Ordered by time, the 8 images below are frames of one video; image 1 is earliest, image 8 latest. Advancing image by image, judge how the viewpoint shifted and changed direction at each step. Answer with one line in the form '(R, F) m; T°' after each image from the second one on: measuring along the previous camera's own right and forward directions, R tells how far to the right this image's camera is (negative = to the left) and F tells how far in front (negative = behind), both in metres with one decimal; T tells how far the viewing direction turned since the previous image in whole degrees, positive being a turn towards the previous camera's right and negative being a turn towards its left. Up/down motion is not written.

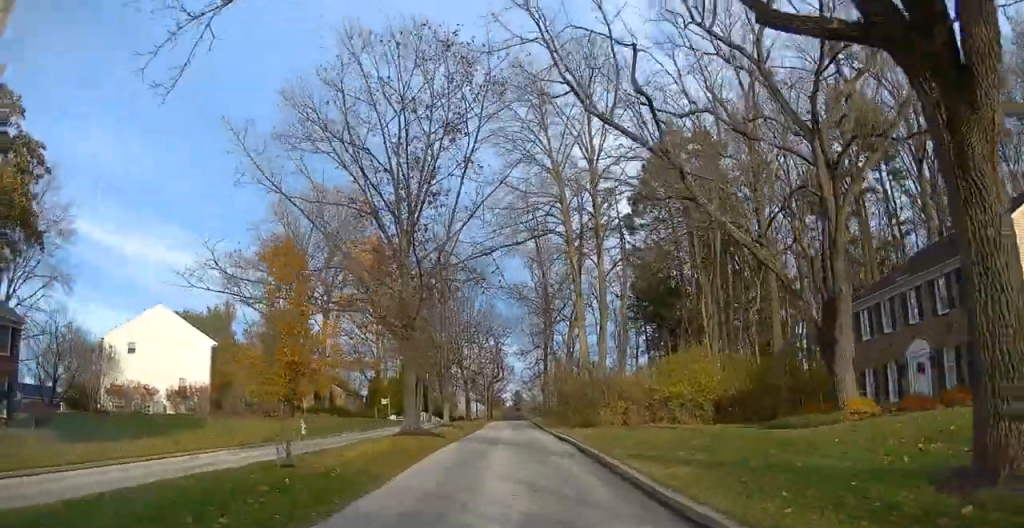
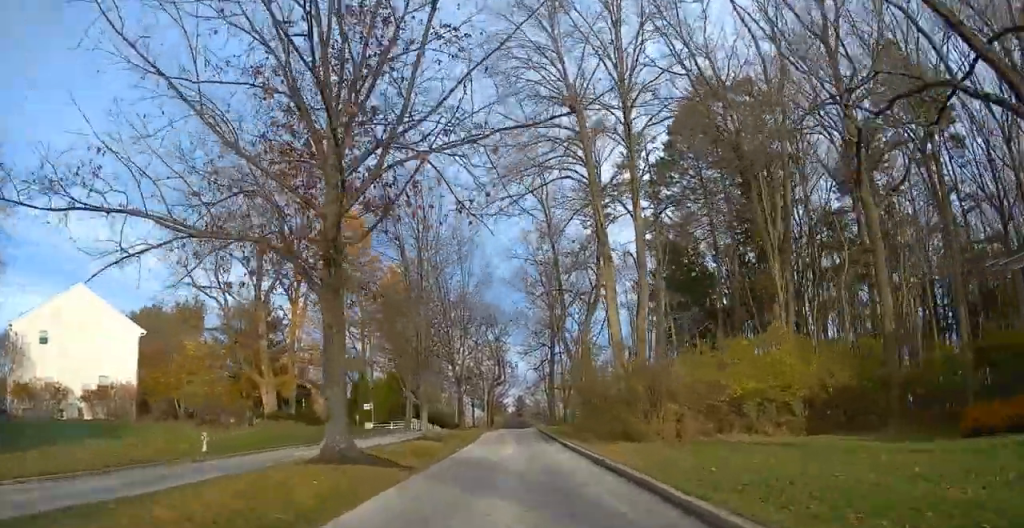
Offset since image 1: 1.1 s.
(0.0, +12.8) m; 0°
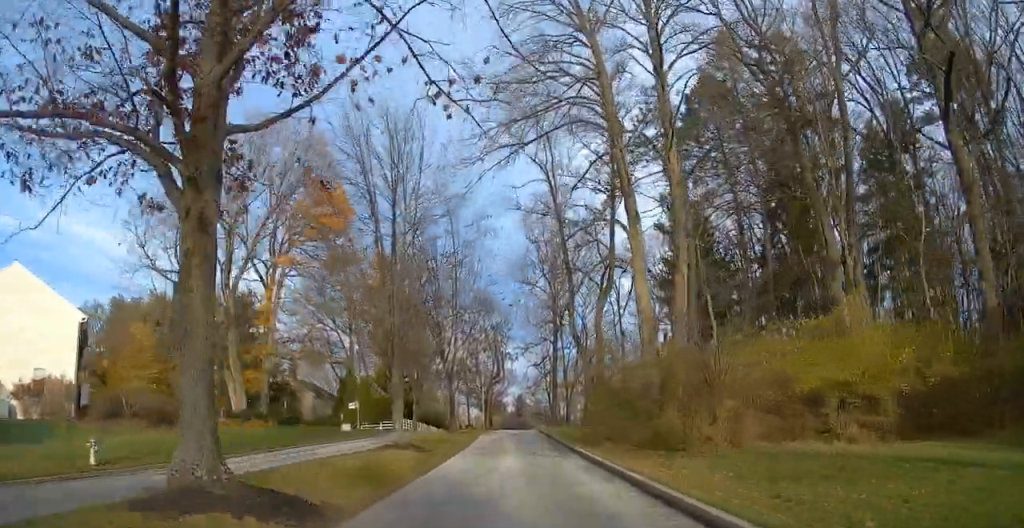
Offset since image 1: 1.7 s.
(0.0, +7.4) m; 0°
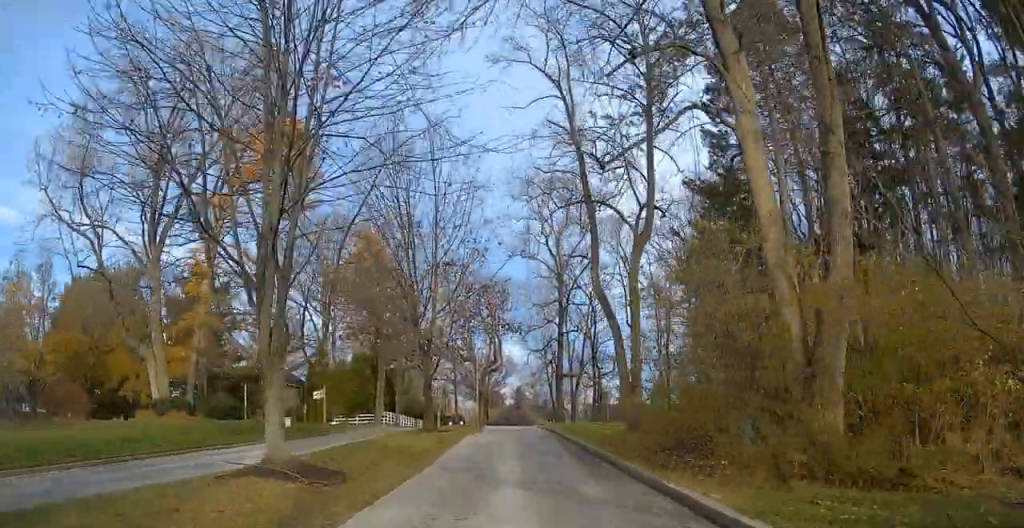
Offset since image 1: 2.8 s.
(0.0, +13.0) m; +1°
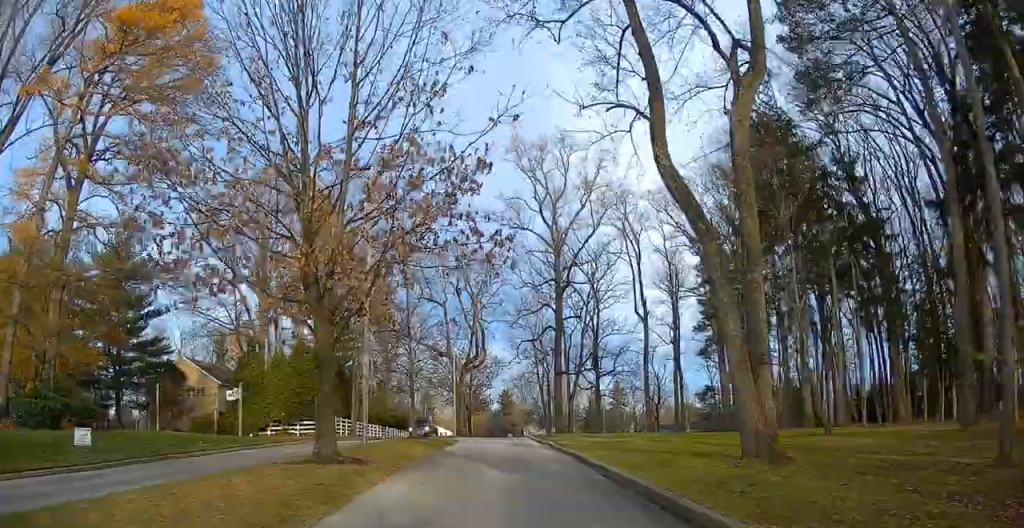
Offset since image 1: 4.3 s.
(+0.7, +17.3) m; +12°
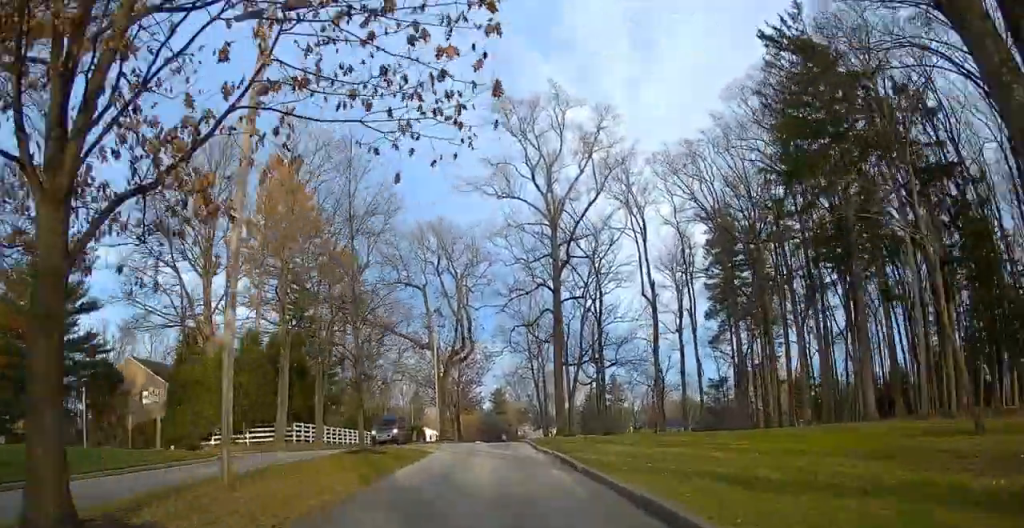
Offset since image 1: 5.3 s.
(+1.4, +11.2) m; +3°
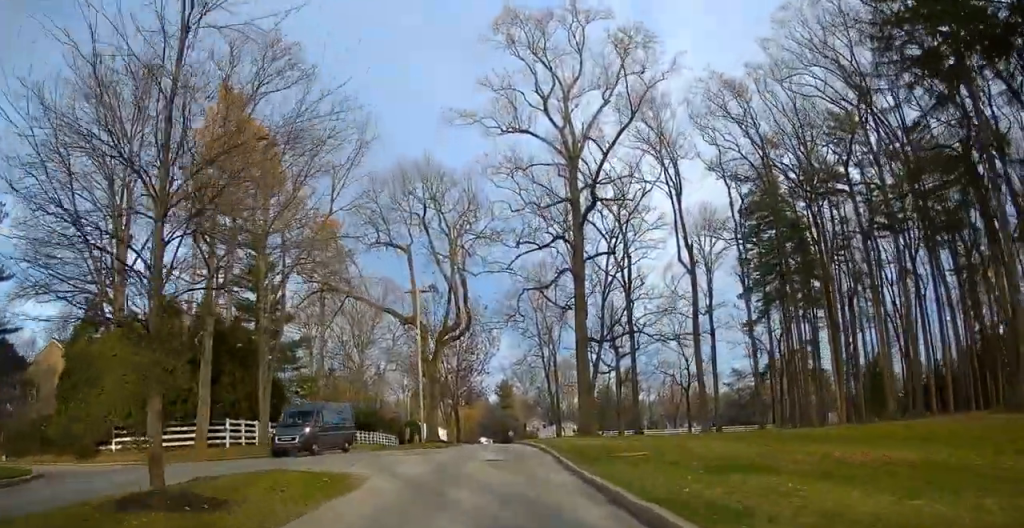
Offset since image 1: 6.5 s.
(-0.9, +14.3) m; -6°
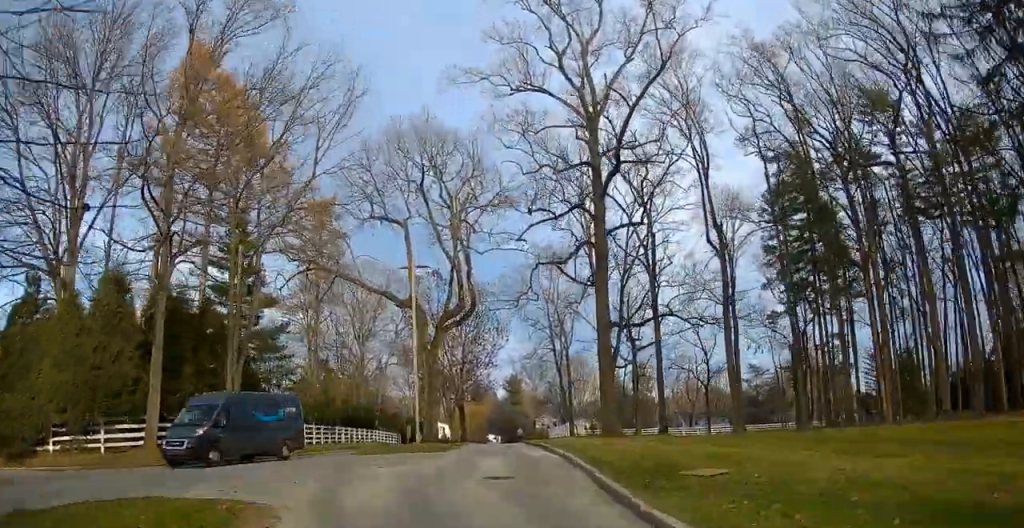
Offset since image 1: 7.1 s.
(-0.2, +6.4) m; -1°
